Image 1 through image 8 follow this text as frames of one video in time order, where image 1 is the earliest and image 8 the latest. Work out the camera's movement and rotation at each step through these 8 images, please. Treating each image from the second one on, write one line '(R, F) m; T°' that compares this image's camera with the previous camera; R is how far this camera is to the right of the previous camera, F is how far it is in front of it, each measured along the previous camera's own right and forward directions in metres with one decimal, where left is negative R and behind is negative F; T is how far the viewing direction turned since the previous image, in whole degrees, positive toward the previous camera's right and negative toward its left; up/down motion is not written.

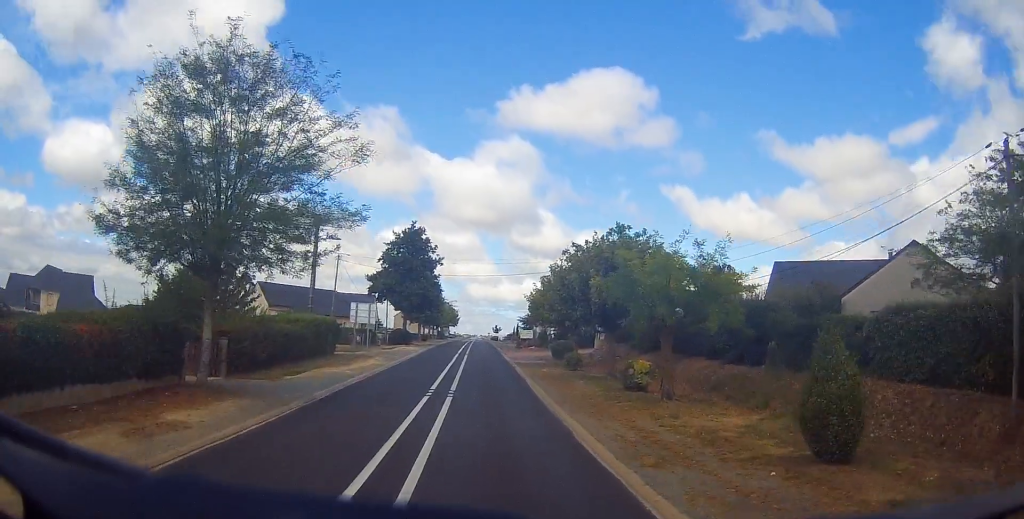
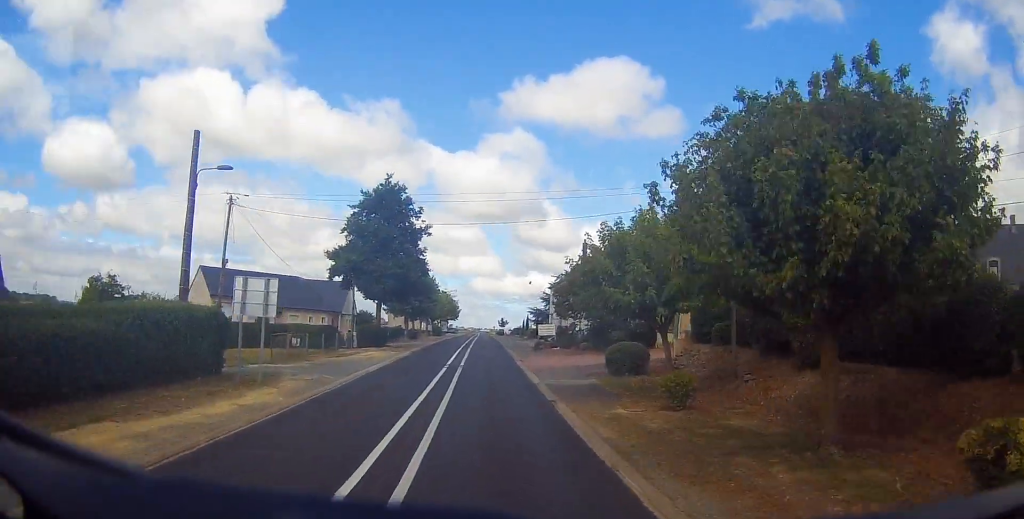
(-0.3, +20.3) m; 0°
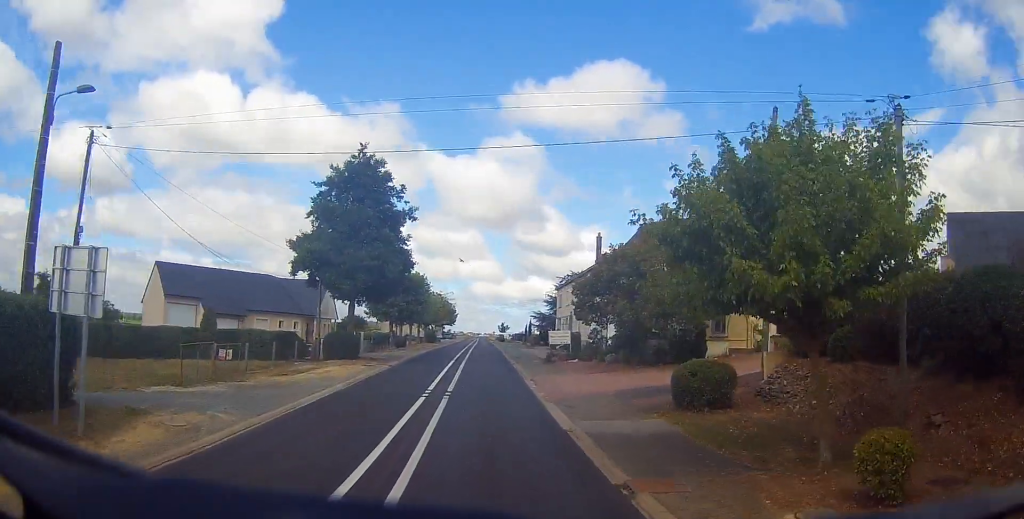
(+0.1, +10.3) m; 0°
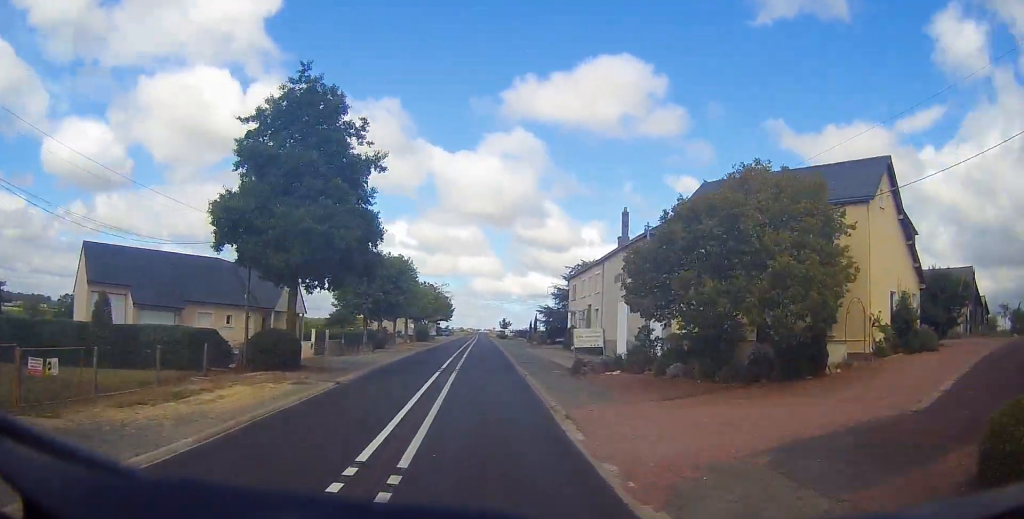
(0.0, +12.9) m; 0°
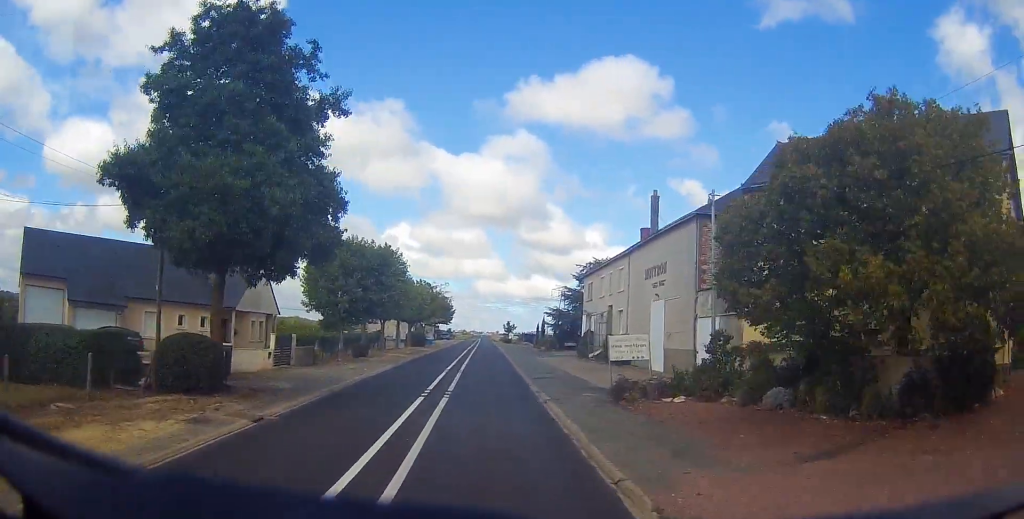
(0.0, +8.7) m; 0°
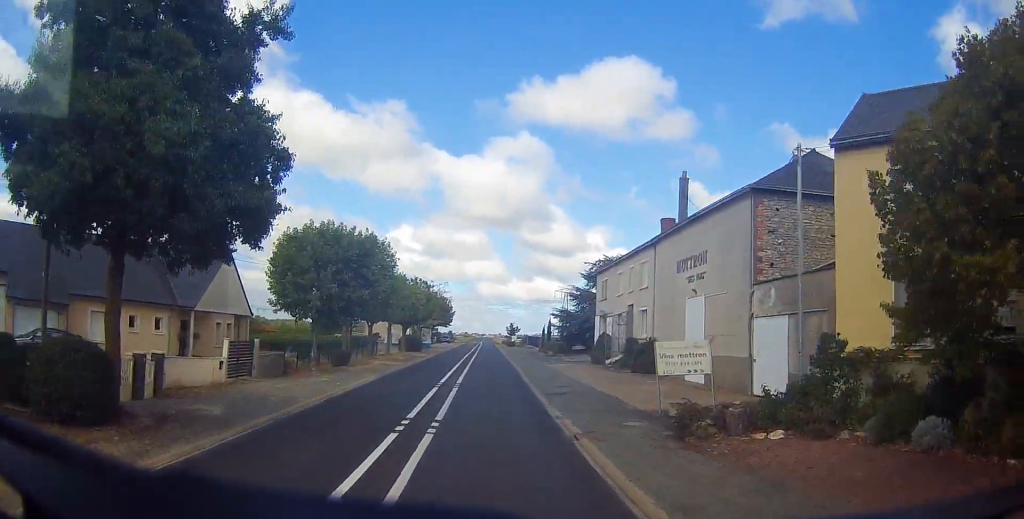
(0.0, +6.6) m; 0°
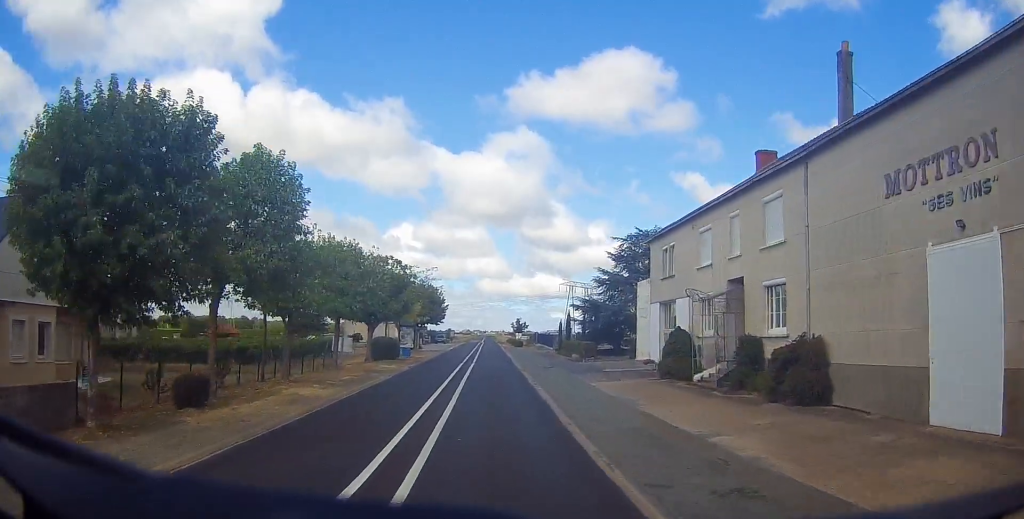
(-0.1, +19.9) m; 0°
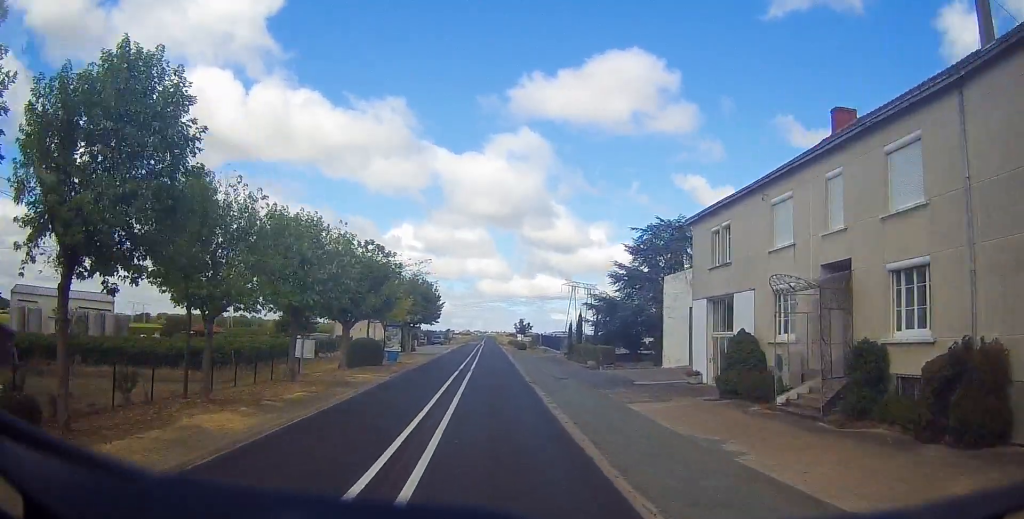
(-0.1, +8.3) m; 0°
